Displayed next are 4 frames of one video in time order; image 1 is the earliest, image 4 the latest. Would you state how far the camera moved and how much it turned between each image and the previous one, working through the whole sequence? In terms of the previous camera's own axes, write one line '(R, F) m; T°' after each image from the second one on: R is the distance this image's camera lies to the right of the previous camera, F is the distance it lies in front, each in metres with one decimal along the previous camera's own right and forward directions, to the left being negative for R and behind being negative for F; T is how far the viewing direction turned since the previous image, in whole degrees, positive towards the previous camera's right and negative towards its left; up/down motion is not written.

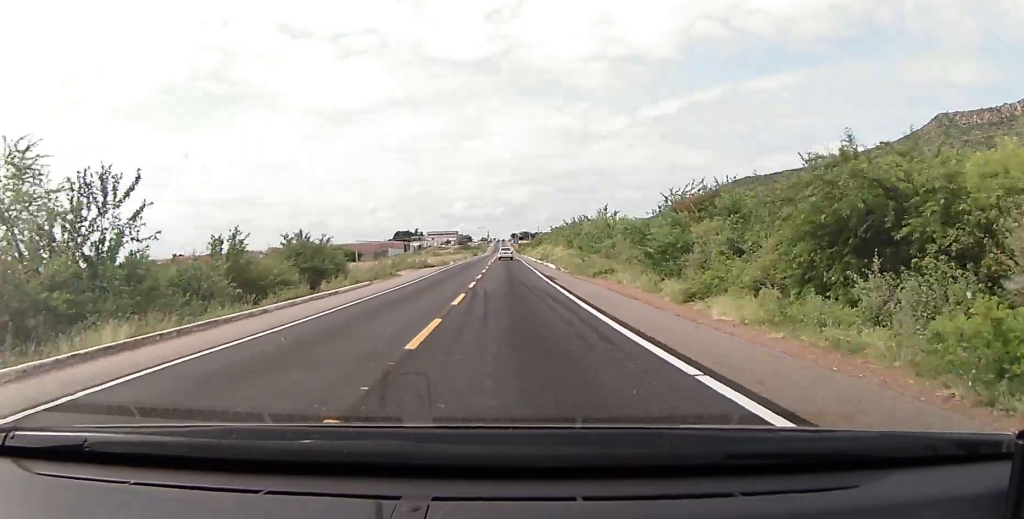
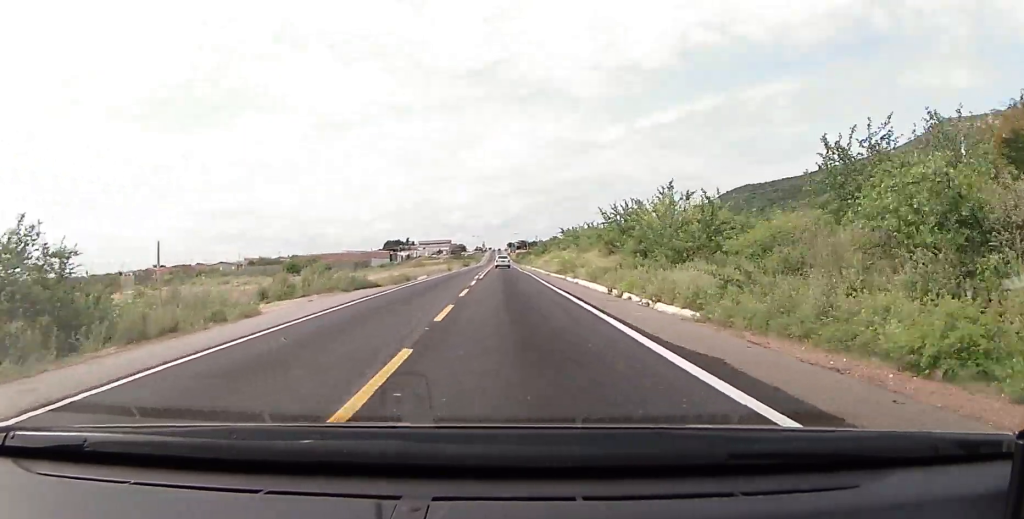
(+0.1, +28.6) m; 0°
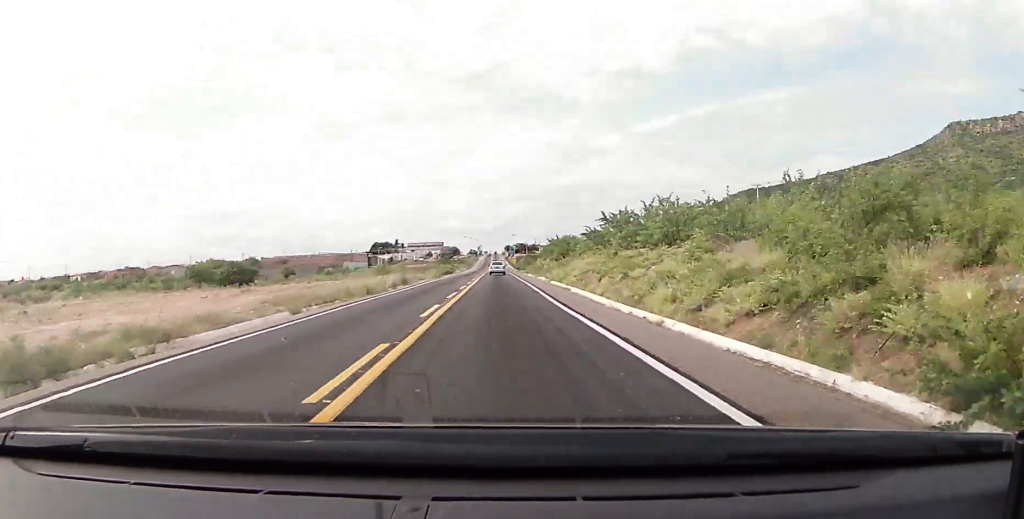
(0.0, +40.4) m; 0°
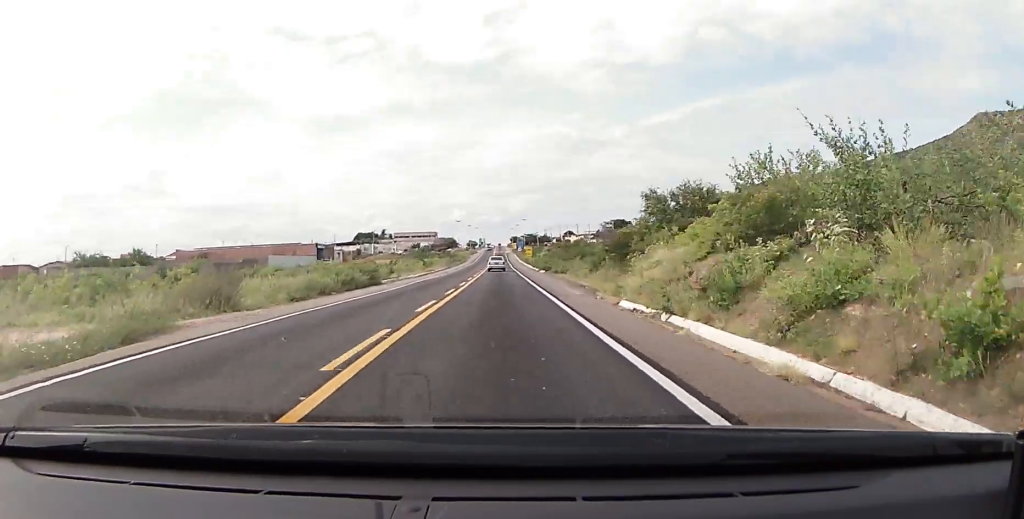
(+0.3, +72.6) m; -1°
